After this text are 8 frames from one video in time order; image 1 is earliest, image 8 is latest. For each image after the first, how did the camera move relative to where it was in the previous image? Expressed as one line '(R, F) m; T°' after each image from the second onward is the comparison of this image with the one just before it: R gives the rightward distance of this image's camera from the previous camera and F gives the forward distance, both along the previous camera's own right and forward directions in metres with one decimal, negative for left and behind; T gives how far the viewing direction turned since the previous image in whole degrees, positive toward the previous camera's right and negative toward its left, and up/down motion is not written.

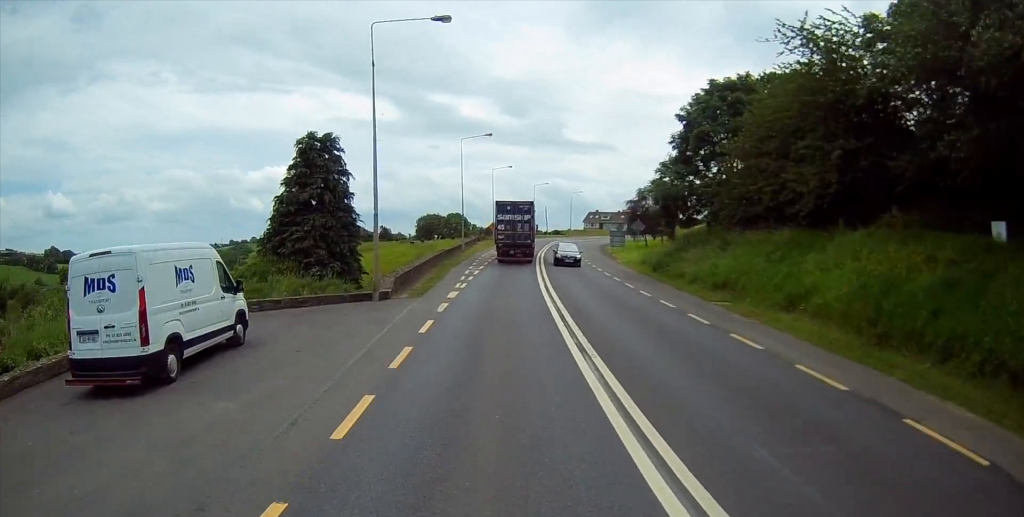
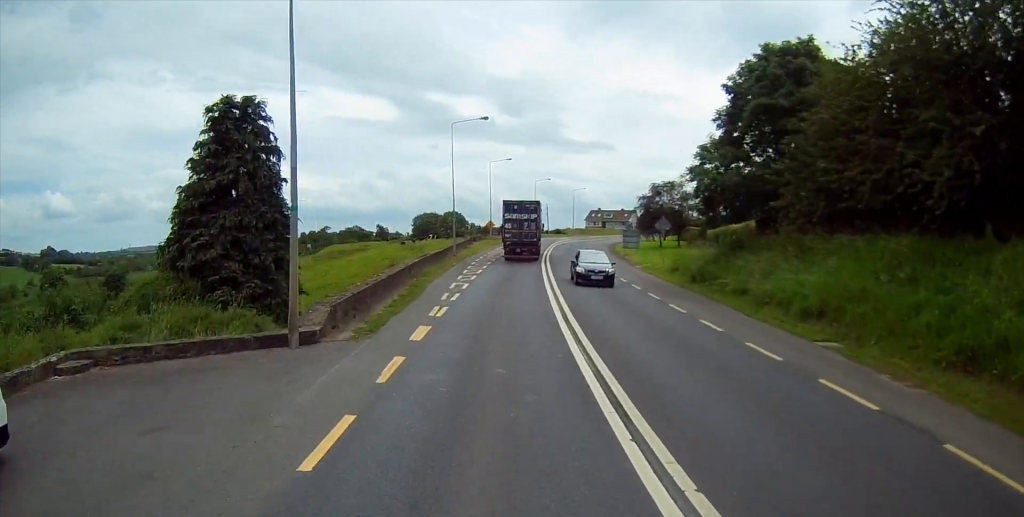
(0.0, +9.0) m; 0°
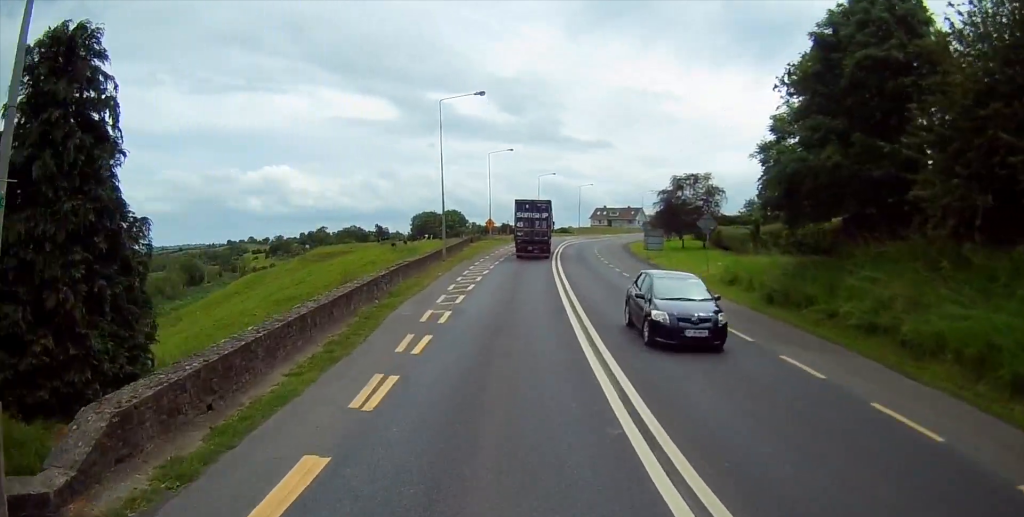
(0.0, +9.5) m; -1°
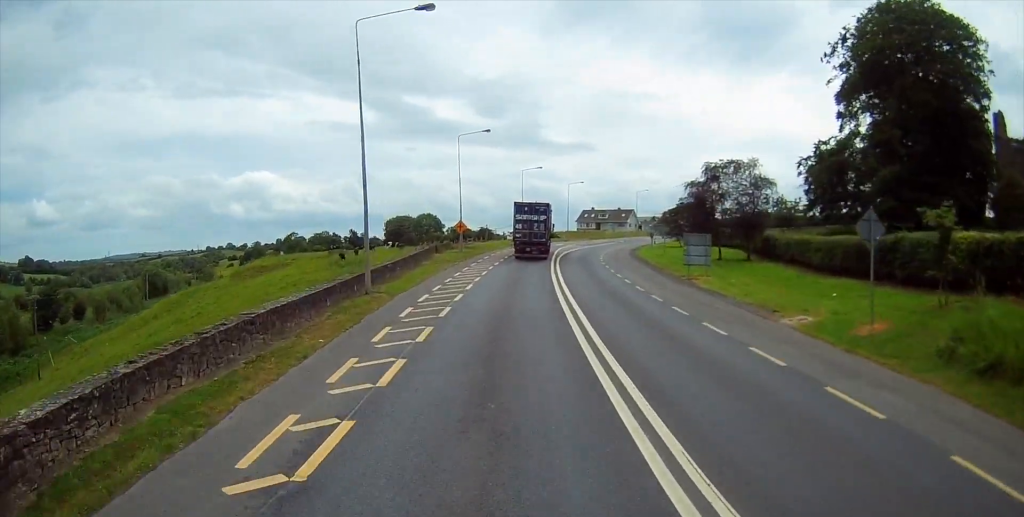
(-0.2, +18.2) m; +1°
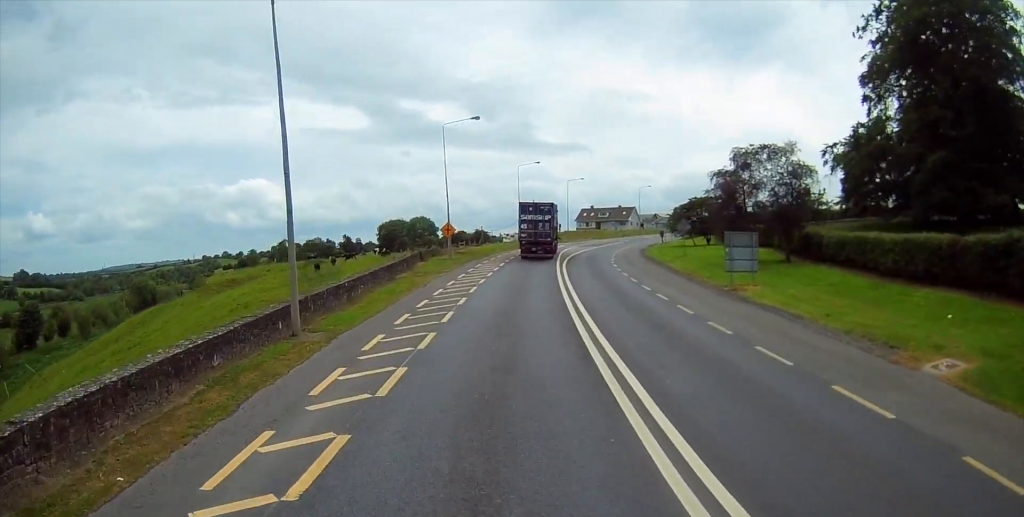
(+0.1, +8.1) m; +1°
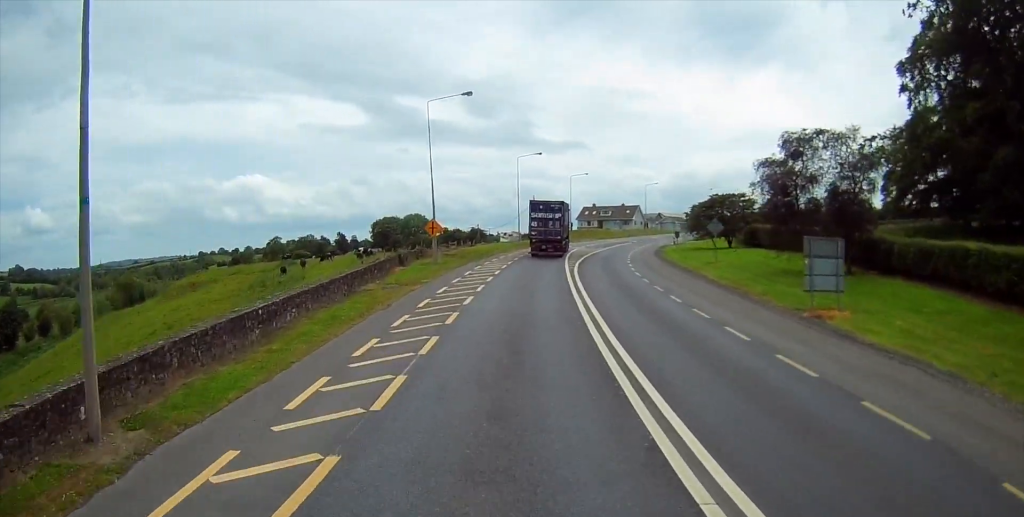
(+0.1, +8.8) m; +1°
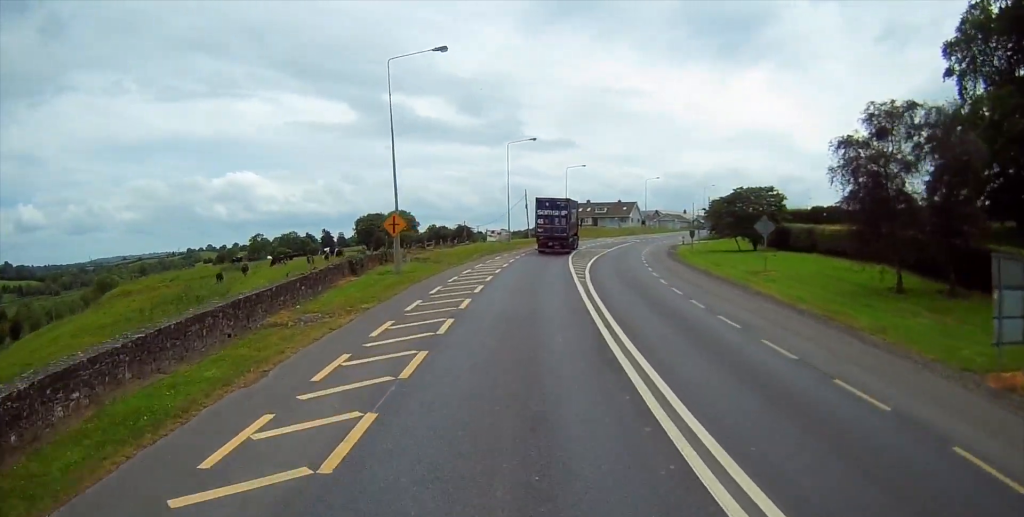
(+0.2, +10.5) m; +1°
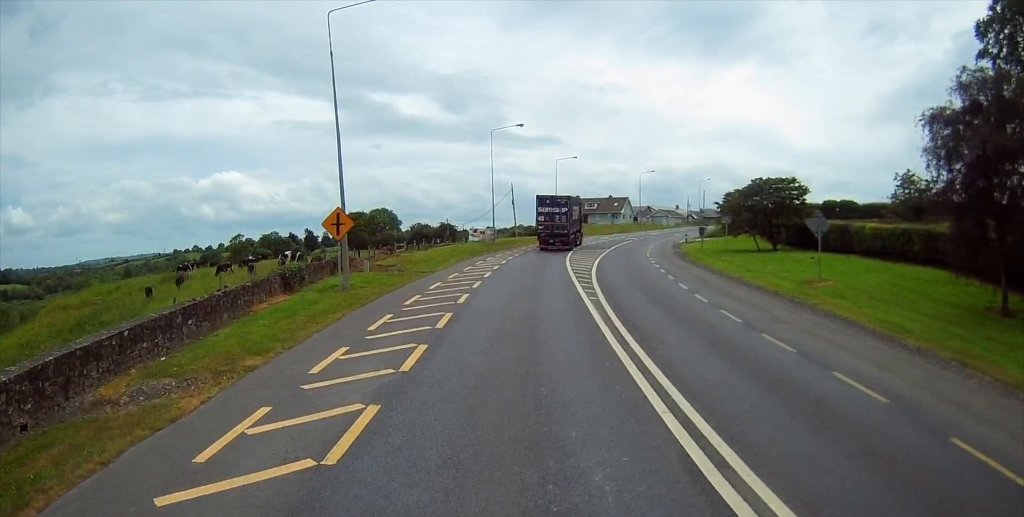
(0.0, +8.0) m; 0°
